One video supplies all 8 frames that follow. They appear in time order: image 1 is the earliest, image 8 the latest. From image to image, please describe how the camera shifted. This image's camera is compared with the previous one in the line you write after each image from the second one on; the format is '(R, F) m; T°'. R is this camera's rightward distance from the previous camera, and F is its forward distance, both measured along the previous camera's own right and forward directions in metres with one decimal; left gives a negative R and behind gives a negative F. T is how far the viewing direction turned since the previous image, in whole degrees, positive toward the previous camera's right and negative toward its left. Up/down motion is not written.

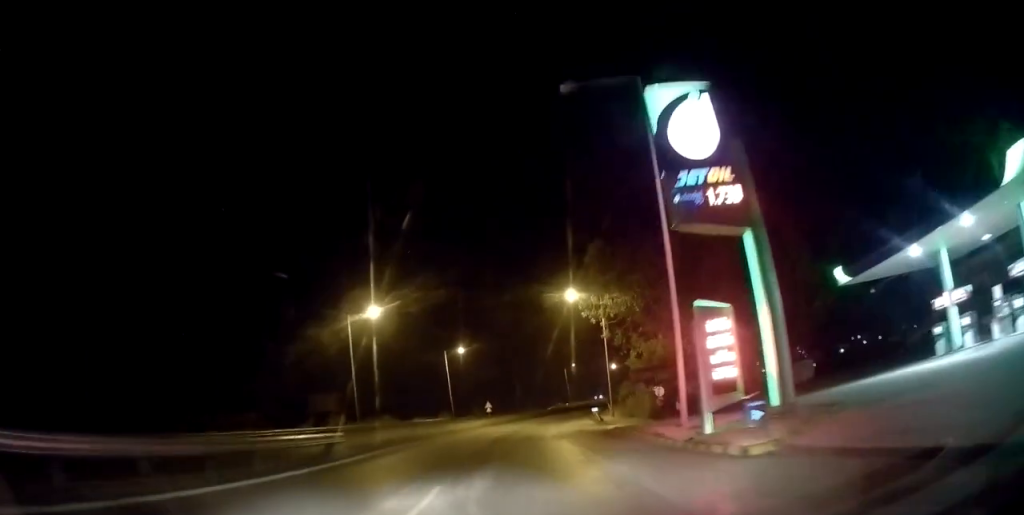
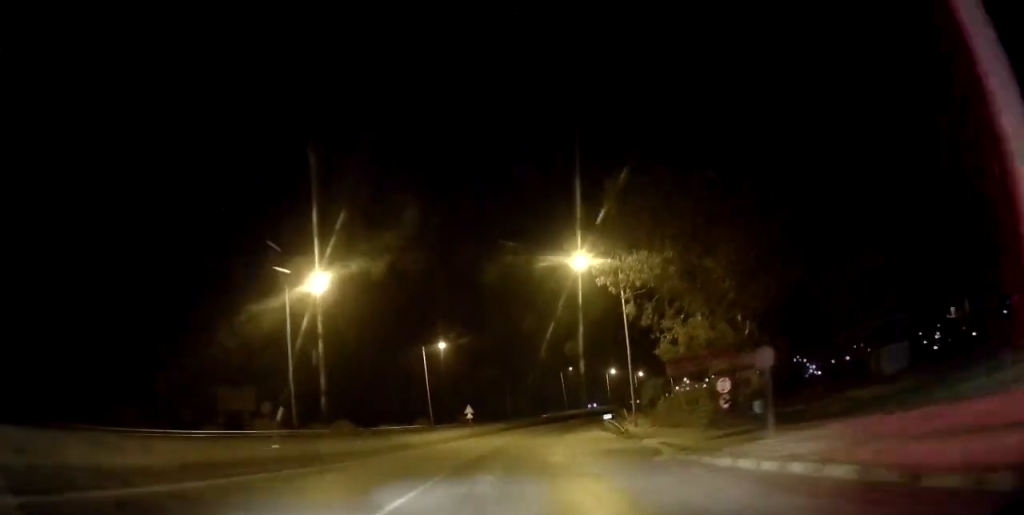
(-0.4, +14.6) m; 0°
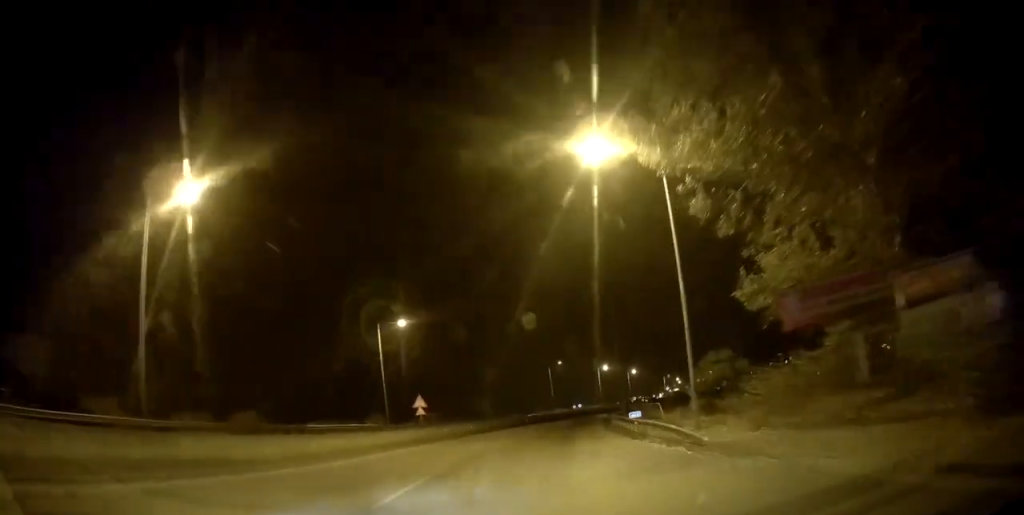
(+0.4, +17.3) m; +3°
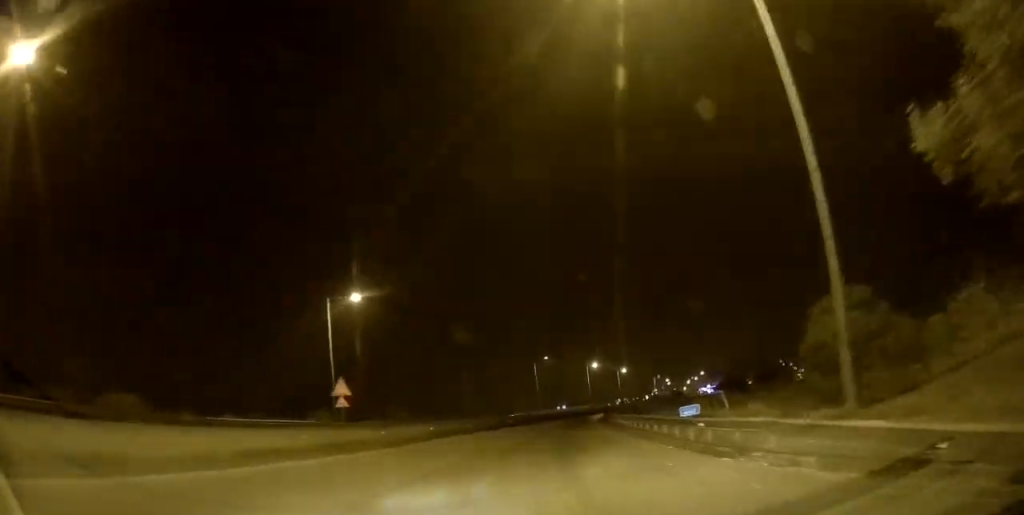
(+0.2, +12.3) m; +2°
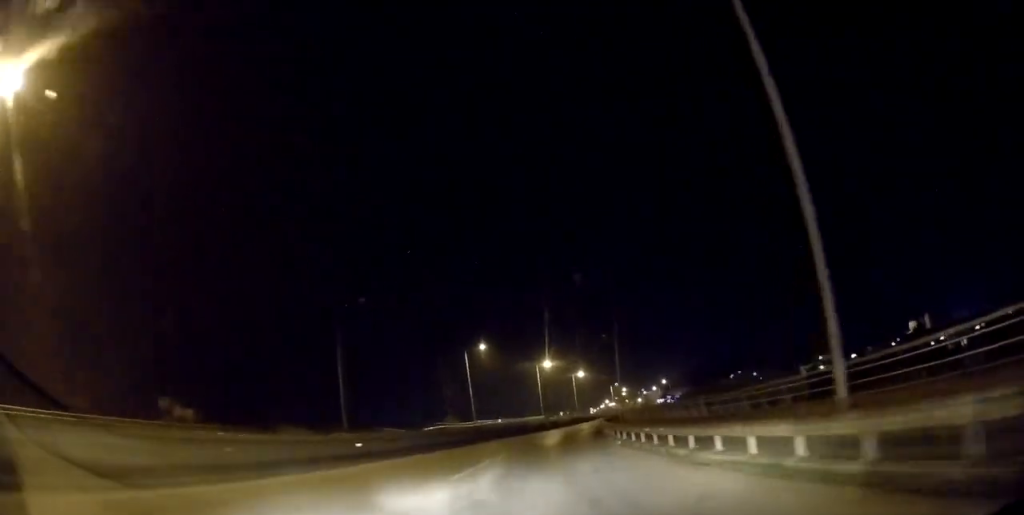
(+1.4, +36.7) m; +4°
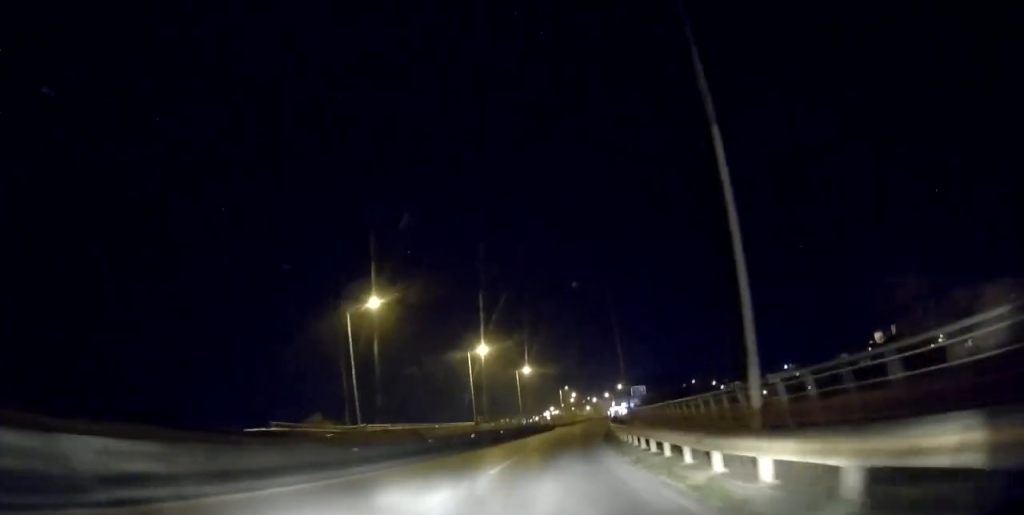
(+1.1, +34.5) m; +5°
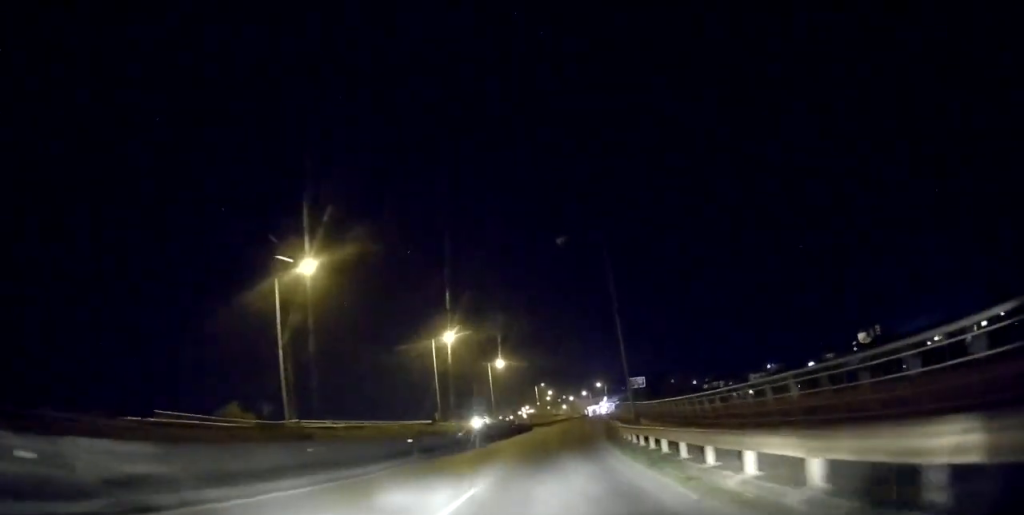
(-0.1, +11.7) m; +3°
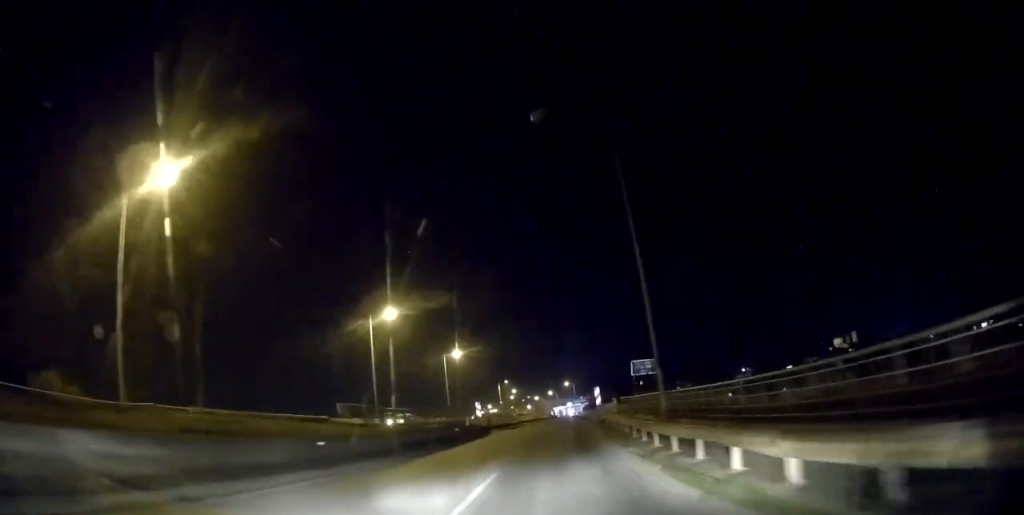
(+1.2, +15.6) m; +4°
